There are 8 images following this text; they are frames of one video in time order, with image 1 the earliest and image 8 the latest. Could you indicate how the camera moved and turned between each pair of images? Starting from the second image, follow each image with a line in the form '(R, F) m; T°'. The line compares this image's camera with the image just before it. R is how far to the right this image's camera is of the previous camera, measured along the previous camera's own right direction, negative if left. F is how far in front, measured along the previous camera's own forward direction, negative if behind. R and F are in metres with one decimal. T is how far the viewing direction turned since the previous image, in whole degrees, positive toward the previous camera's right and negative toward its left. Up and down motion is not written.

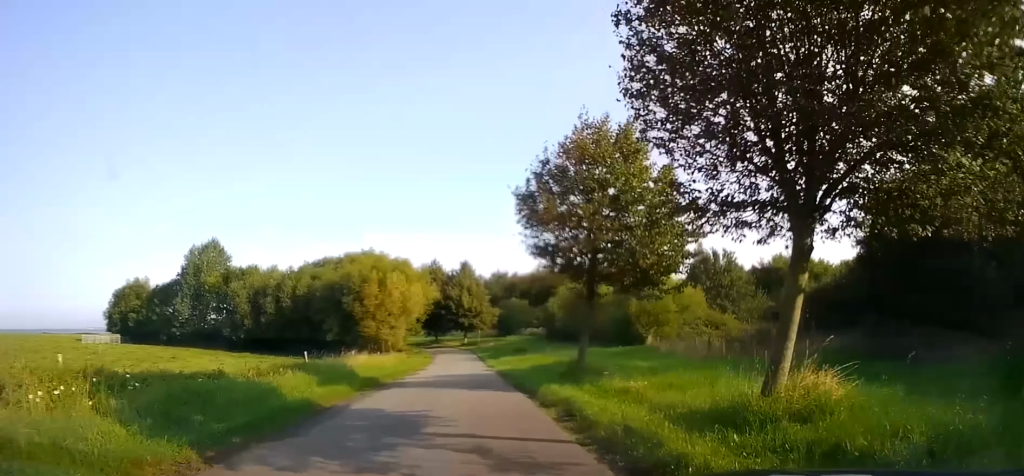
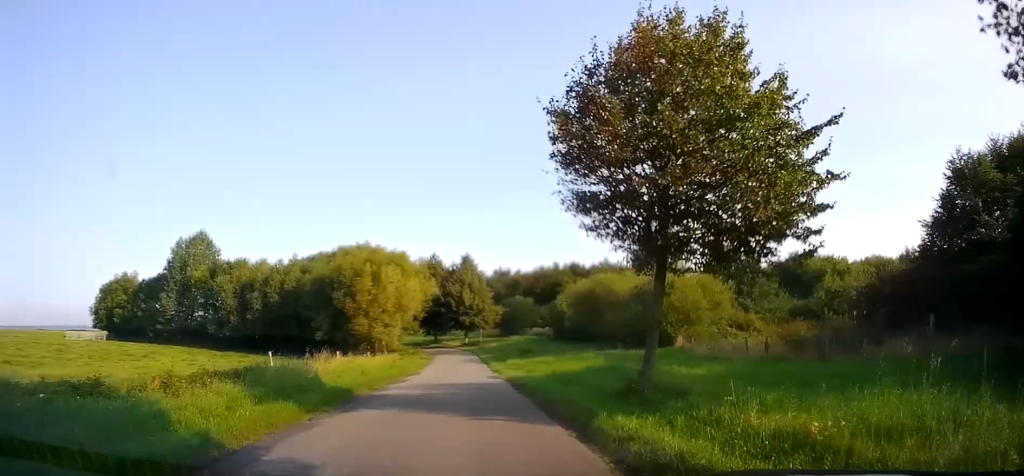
(0.0, +5.5) m; 0°
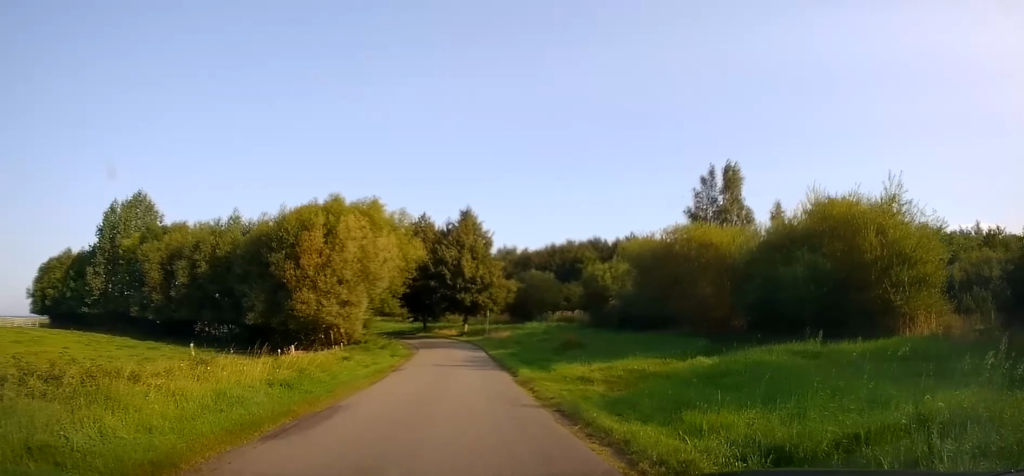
(0.0, +21.2) m; +1°
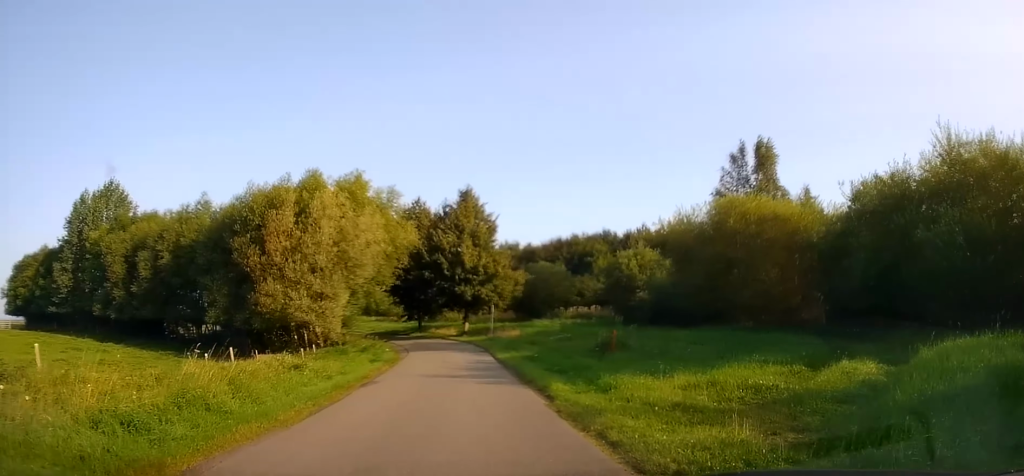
(+0.2, +7.3) m; 0°
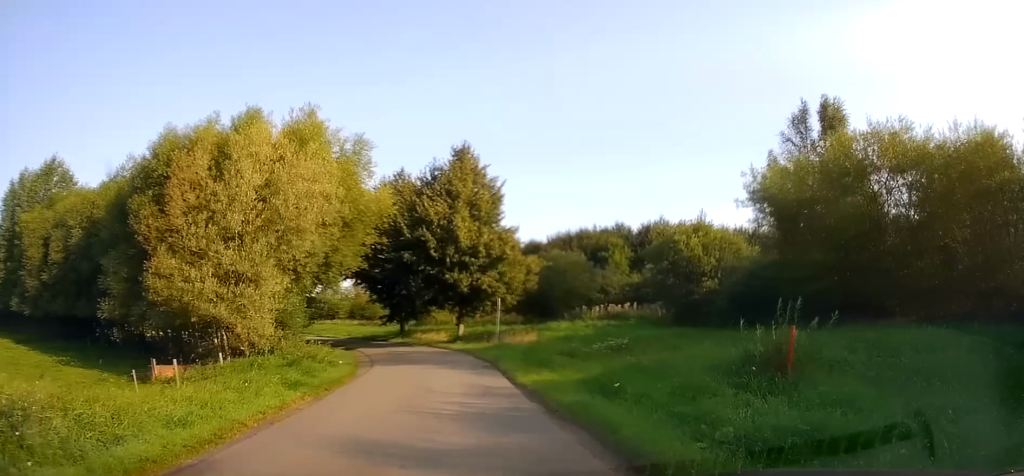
(-0.2, +12.0) m; 0°
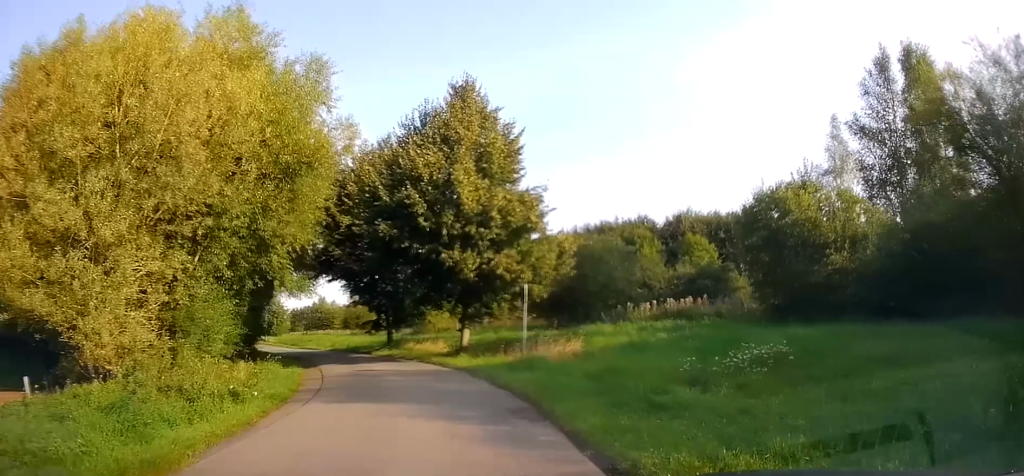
(+0.2, +10.1) m; 0°
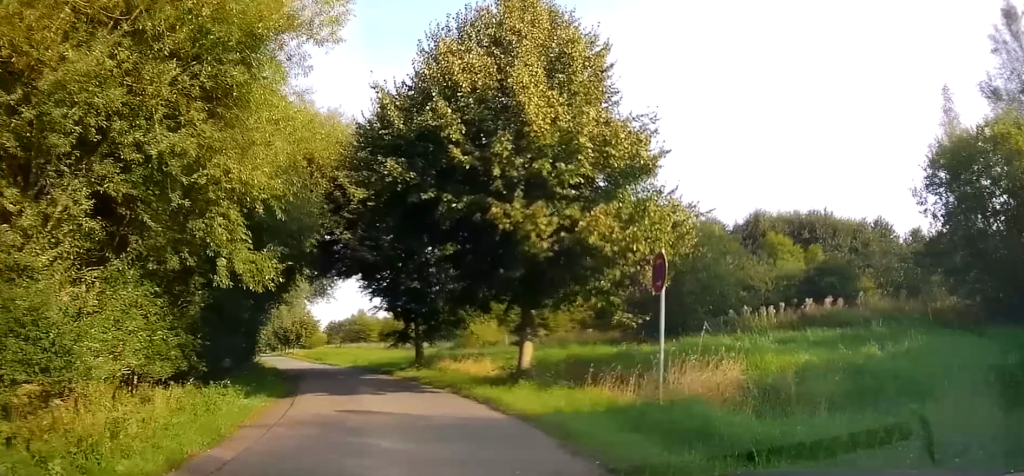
(-0.2, +9.0) m; -2°
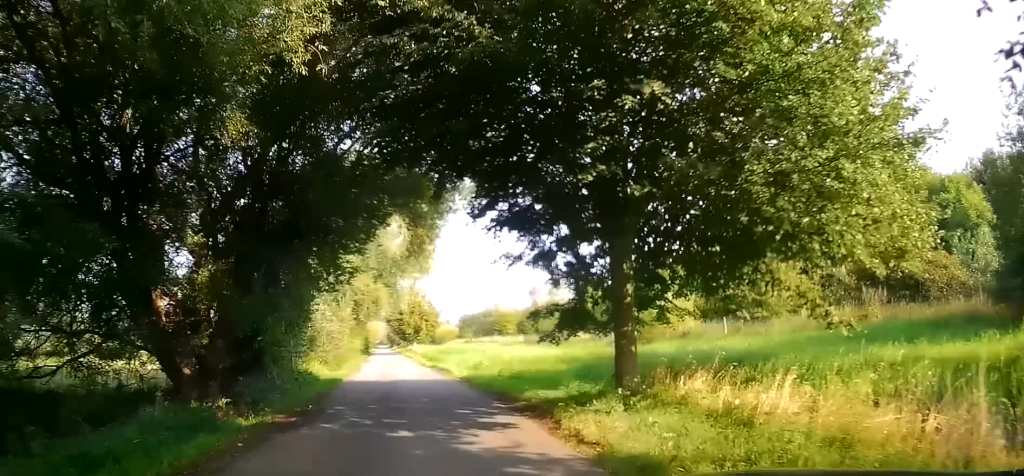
(-0.8, +17.1) m; -6°
